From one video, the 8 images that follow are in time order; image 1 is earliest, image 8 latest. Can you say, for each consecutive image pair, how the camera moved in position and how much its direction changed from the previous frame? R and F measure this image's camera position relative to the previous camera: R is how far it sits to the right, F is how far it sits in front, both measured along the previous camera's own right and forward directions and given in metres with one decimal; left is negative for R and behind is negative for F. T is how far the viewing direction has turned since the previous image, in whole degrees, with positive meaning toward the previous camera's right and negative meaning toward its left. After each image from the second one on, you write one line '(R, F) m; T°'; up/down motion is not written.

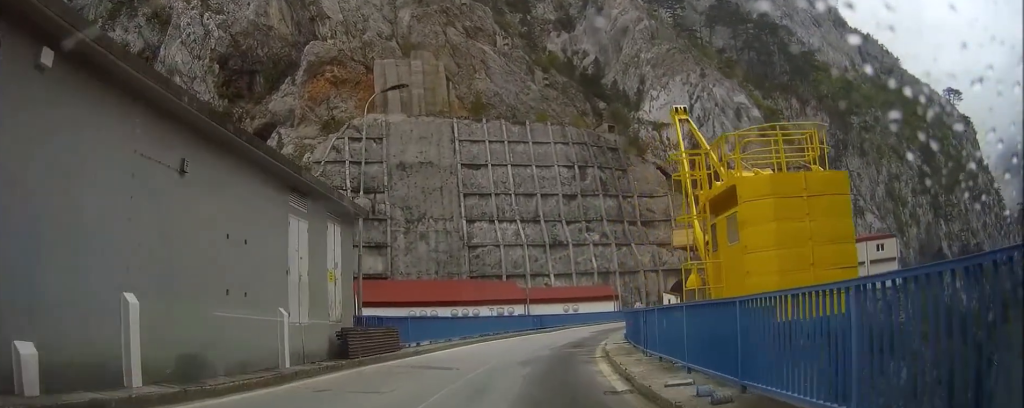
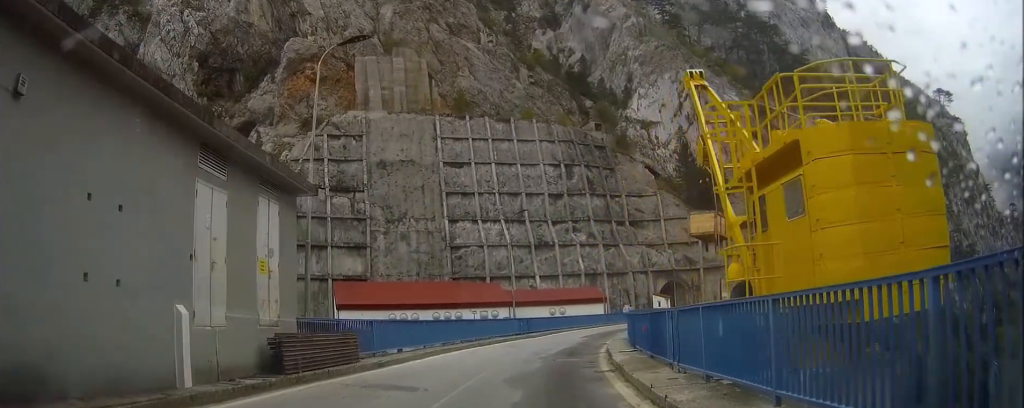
(+0.1, +4.4) m; +1°
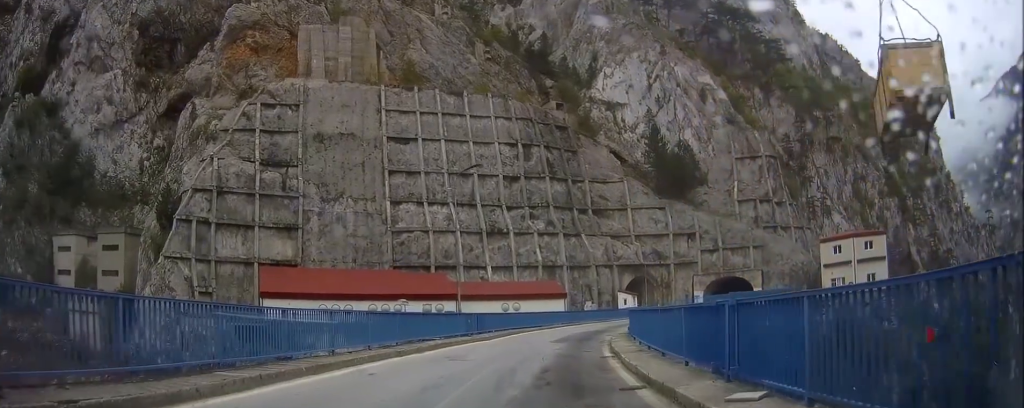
(+0.3, +13.6) m; +4°
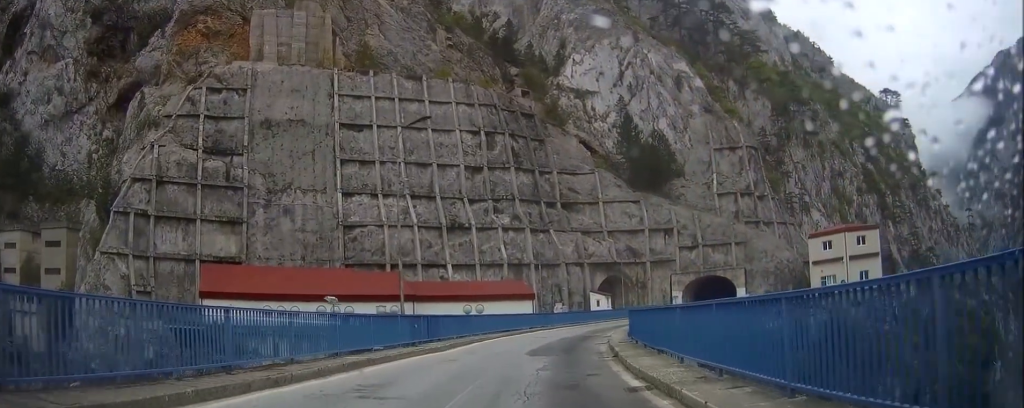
(+0.2, +8.8) m; +3°
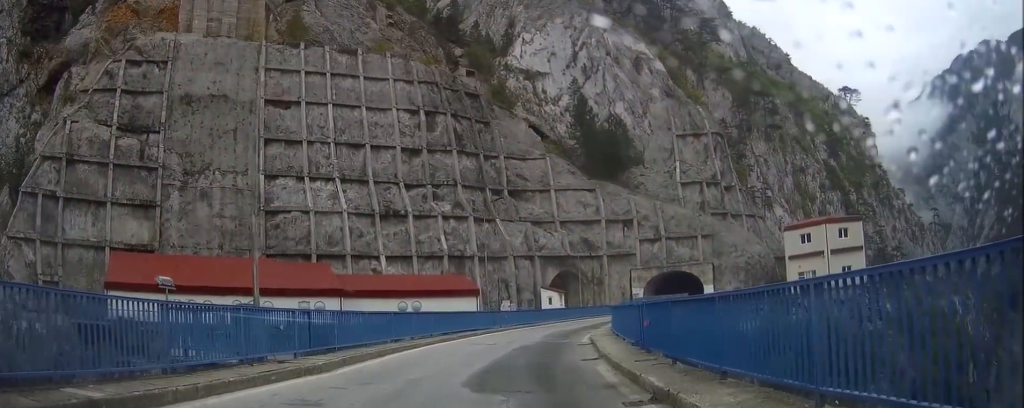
(+0.4, +10.7) m; +4°
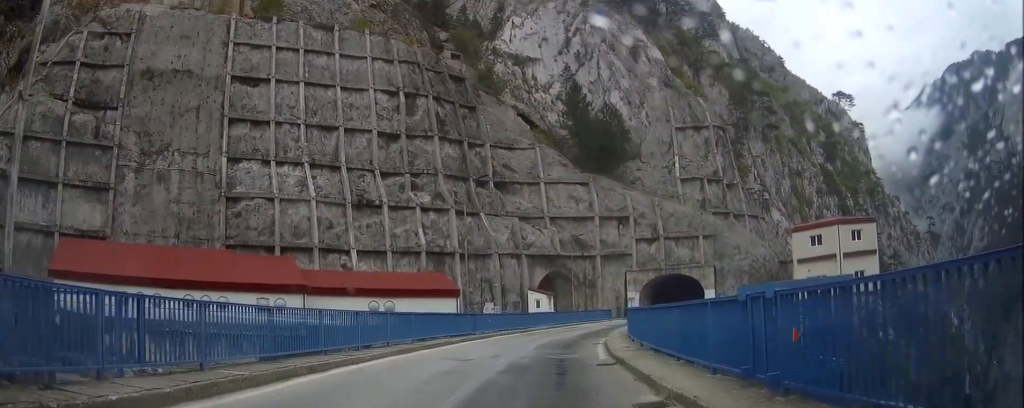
(+0.2, +8.2) m; +2°
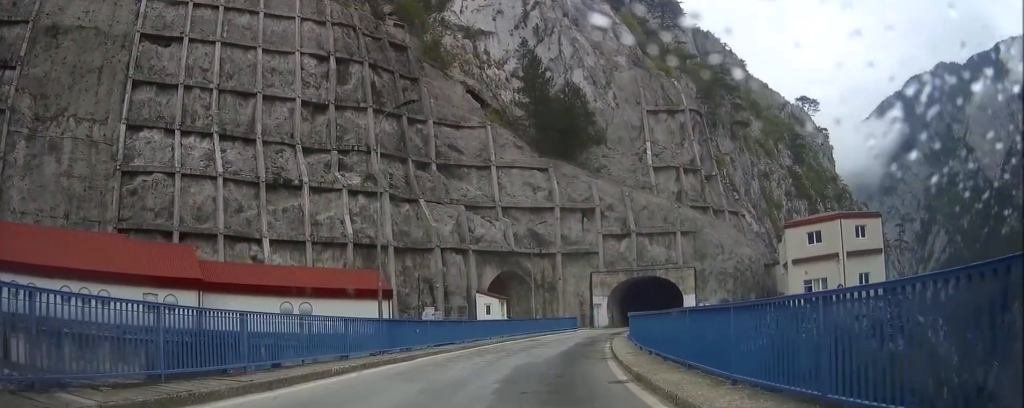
(+0.4, +13.4) m; +4°
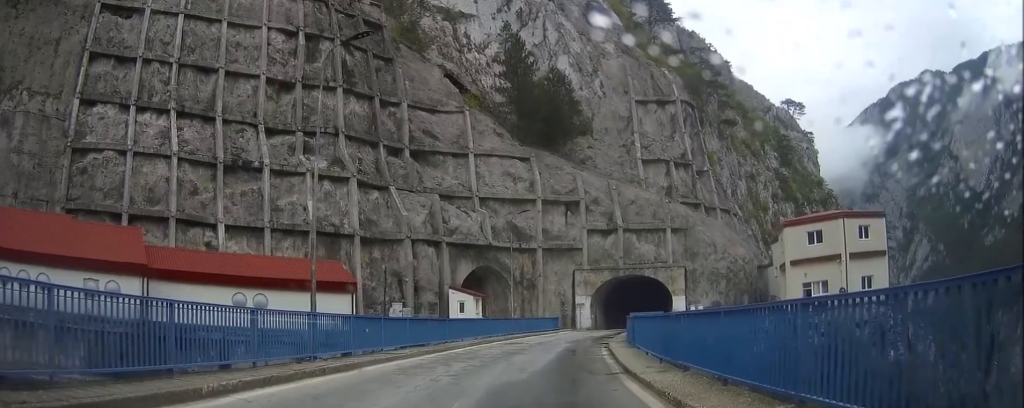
(+0.1, +5.6) m; +2°
